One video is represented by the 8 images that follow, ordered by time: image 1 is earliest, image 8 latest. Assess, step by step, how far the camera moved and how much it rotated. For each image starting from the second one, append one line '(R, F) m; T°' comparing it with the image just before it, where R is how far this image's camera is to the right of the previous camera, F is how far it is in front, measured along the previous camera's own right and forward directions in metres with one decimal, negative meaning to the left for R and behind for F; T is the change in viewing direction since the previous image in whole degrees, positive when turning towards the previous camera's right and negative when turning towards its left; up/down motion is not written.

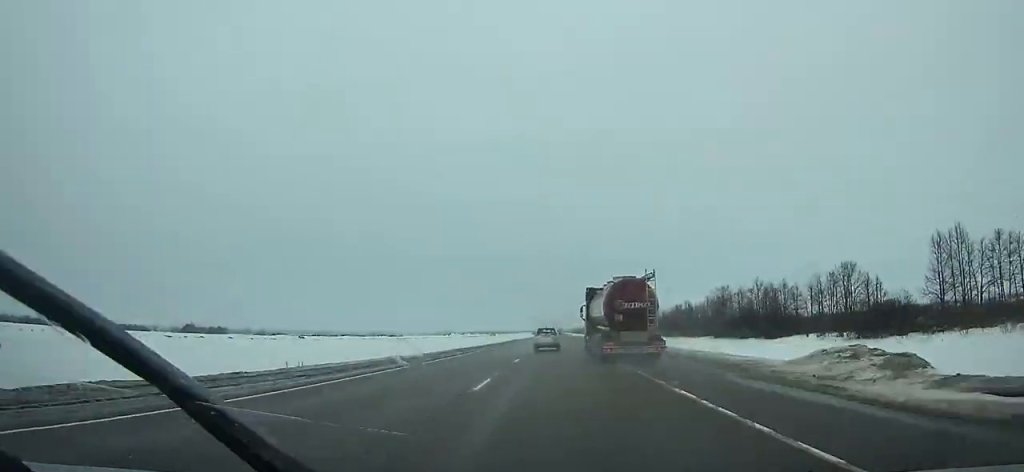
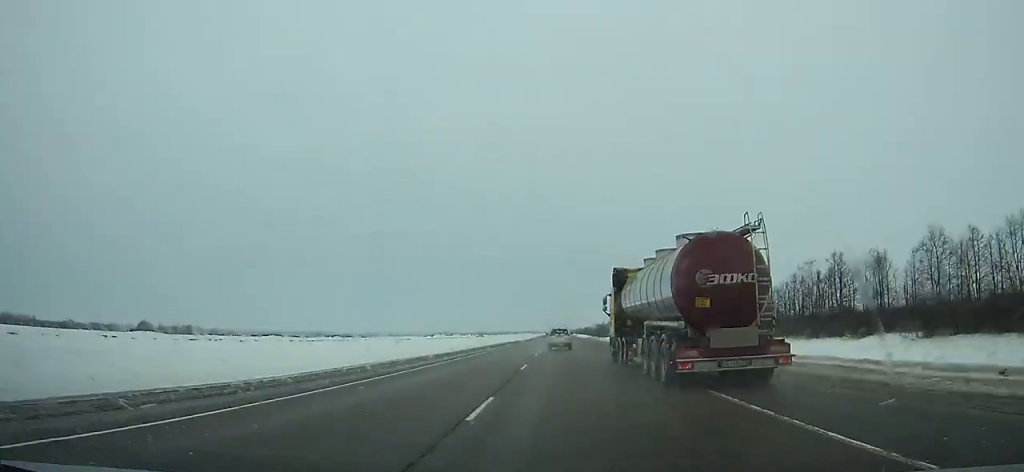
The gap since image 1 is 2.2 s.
(-0.3, +63.7) m; 0°
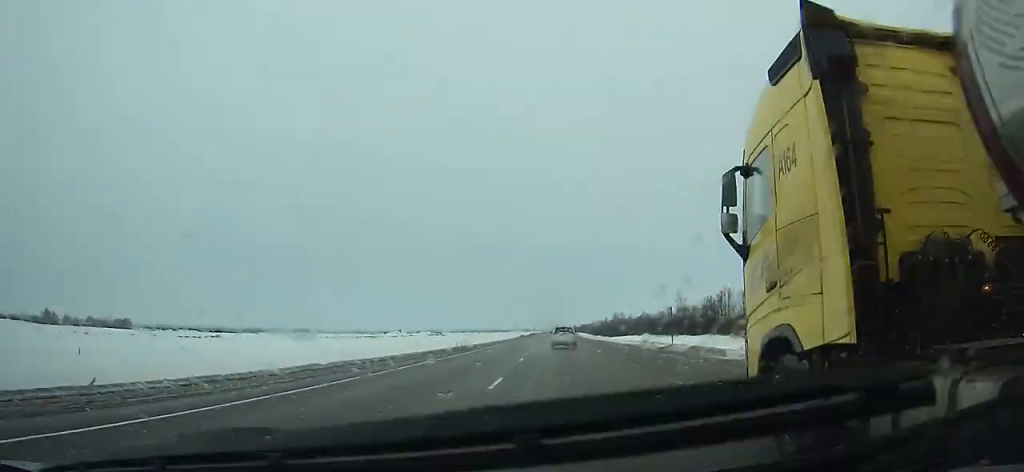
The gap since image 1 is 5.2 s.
(+0.2, +89.6) m; 0°
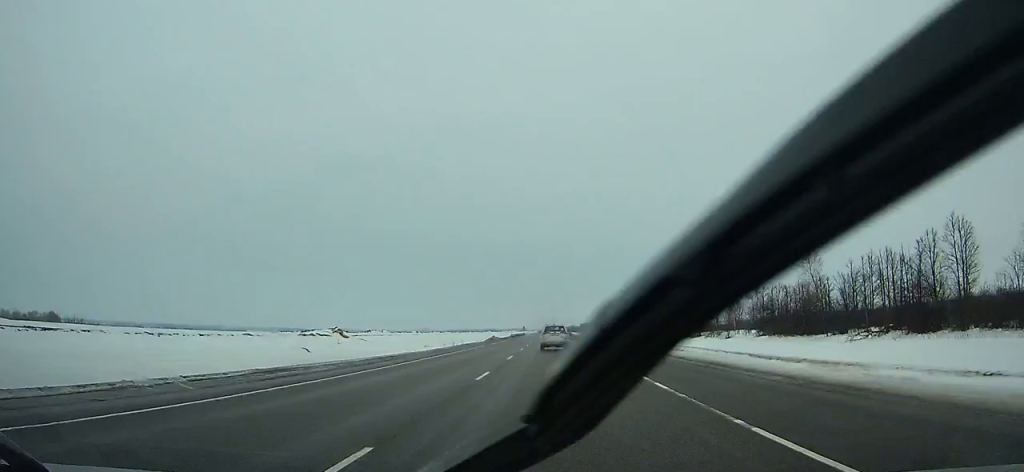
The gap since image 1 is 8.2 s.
(+0.1, +91.1) m; 0°
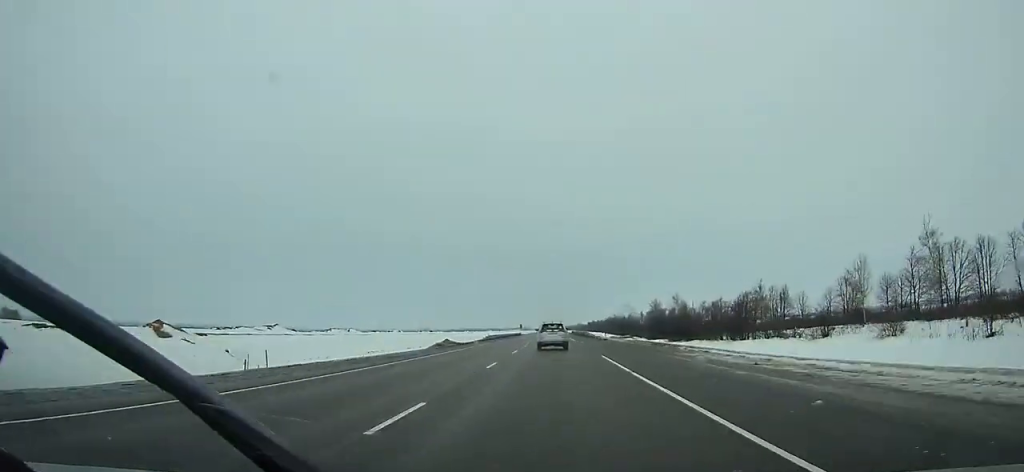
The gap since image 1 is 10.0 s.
(0.0, +54.7) m; 0°
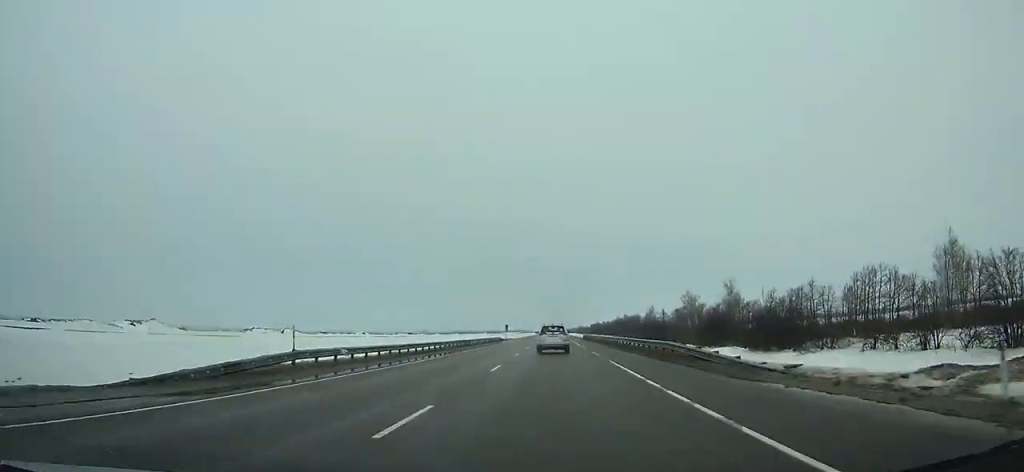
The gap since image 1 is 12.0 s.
(0.0, +60.7) m; 0°
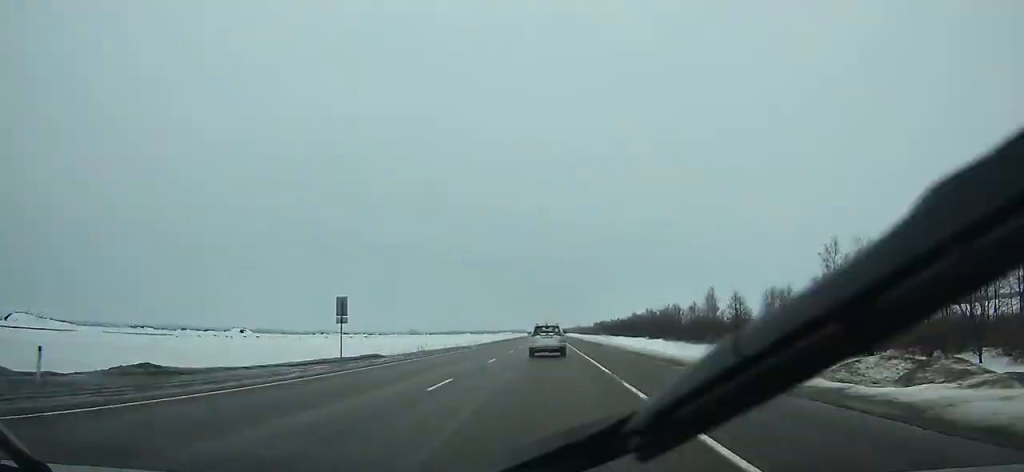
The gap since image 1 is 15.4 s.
(+0.1, +102.0) m; 0°
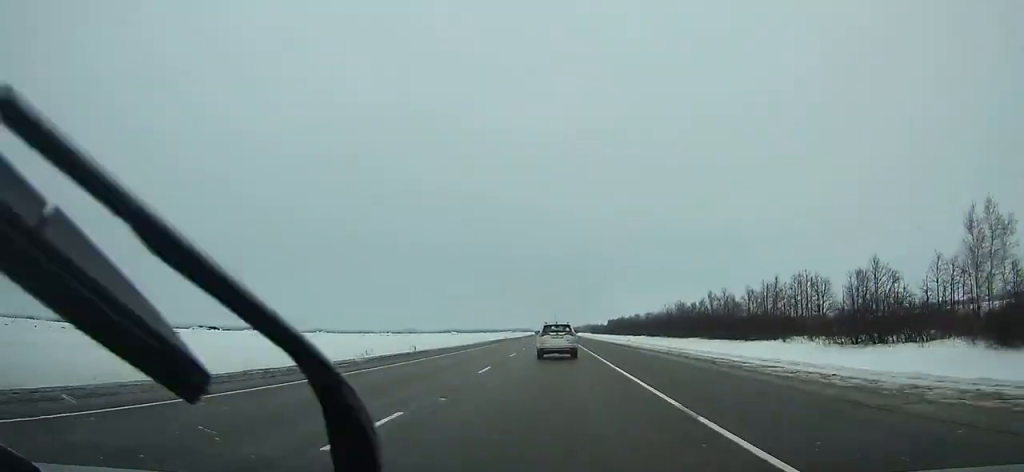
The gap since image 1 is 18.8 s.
(-0.1, +100.9) m; 0°
